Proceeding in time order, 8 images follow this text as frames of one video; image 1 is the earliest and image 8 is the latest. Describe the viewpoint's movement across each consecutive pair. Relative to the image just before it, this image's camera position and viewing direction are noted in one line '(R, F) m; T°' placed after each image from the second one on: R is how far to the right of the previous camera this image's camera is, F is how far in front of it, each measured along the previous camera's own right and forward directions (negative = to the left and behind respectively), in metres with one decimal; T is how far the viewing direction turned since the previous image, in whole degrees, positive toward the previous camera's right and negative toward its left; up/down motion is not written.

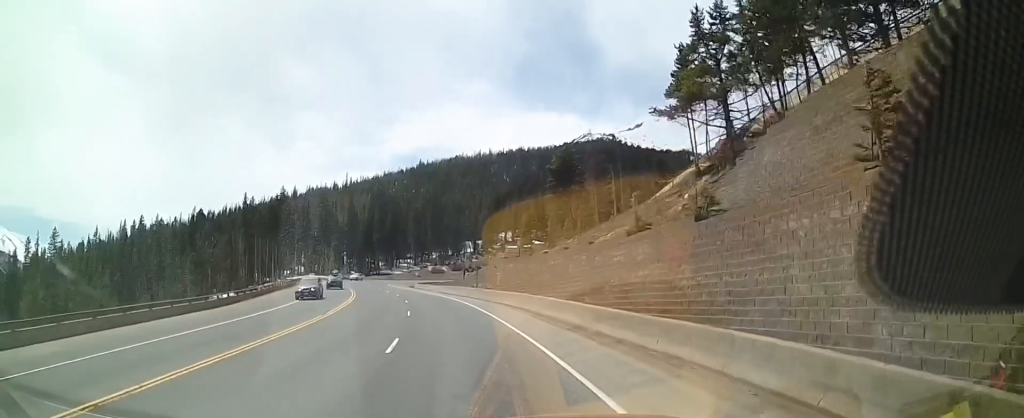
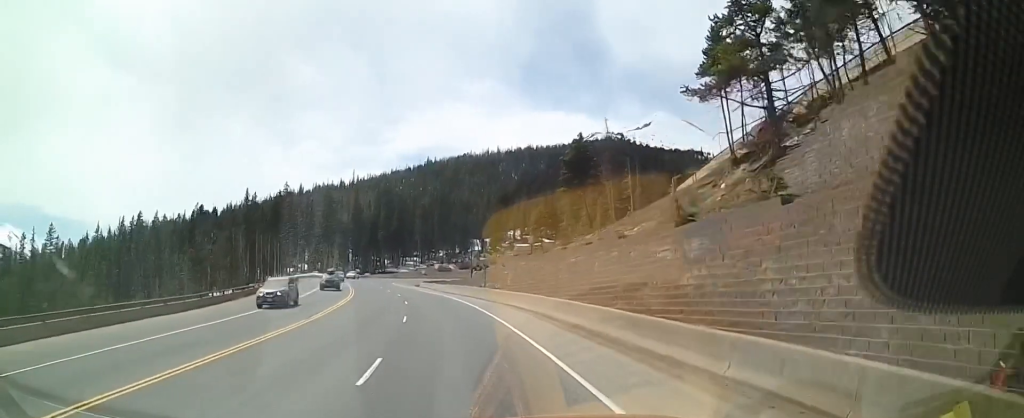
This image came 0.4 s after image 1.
(0.0, +4.2) m; 0°
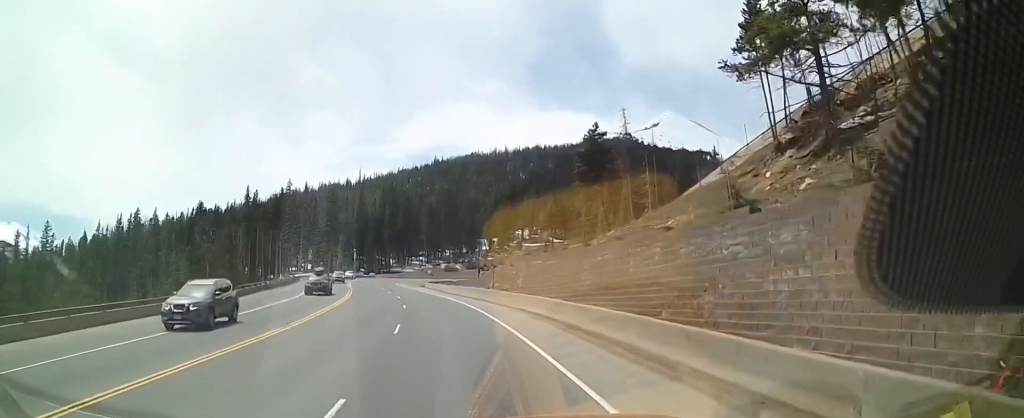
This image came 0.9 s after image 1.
(-0.1, +4.2) m; +1°
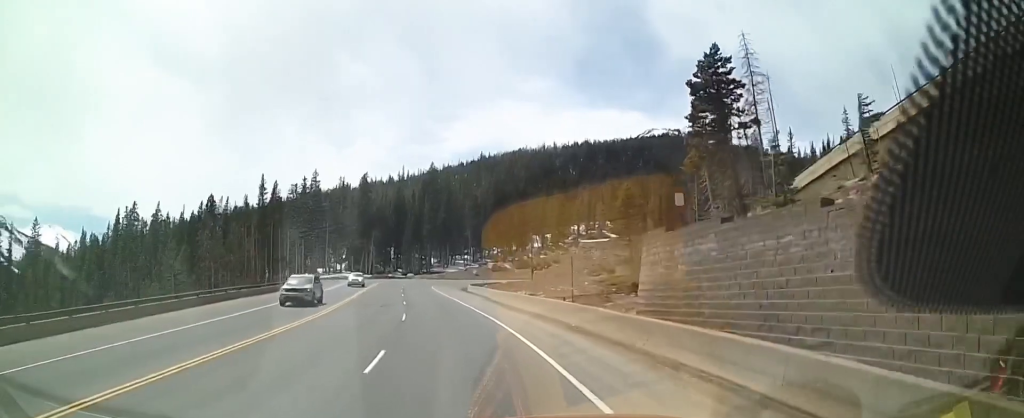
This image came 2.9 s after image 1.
(-0.4, +19.5) m; -7°
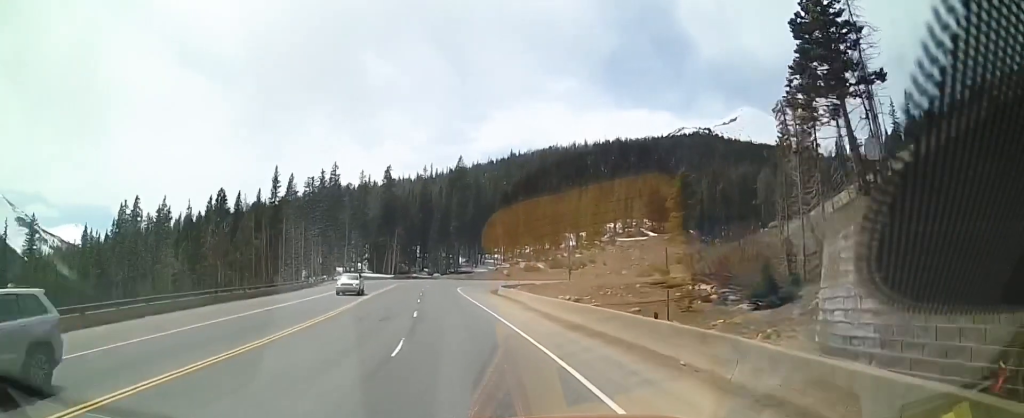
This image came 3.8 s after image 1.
(-0.3, +9.8) m; -2°
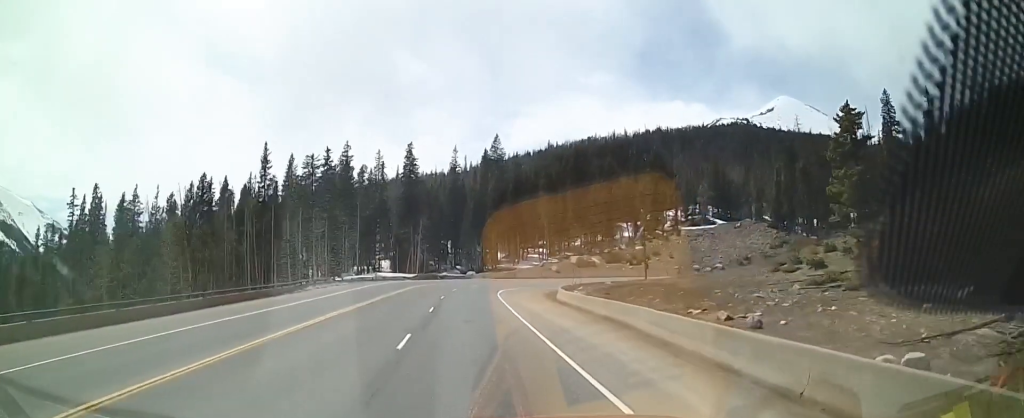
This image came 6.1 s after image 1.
(-1.2, +23.1) m; -7°
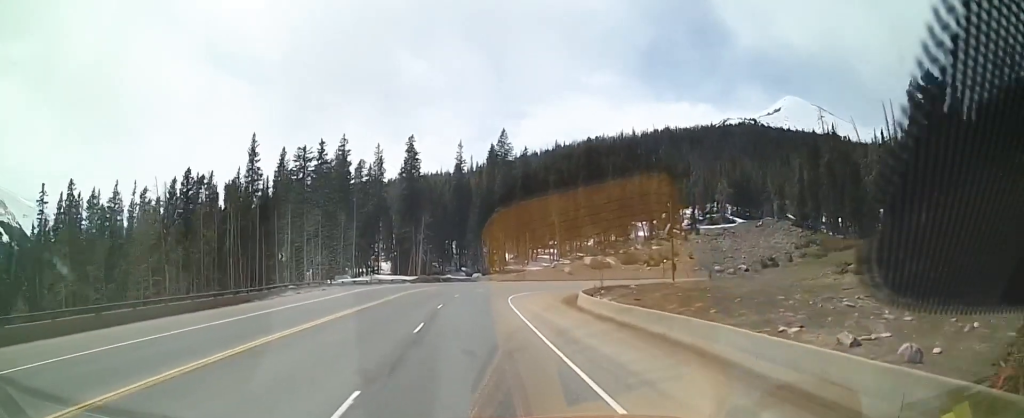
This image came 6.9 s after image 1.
(0.0, +7.6) m; 0°
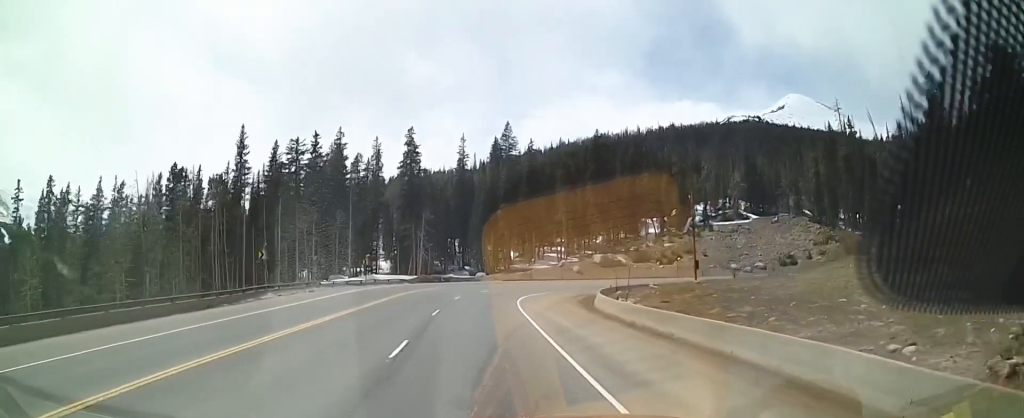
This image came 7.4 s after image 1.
(0.0, +5.3) m; +1°
